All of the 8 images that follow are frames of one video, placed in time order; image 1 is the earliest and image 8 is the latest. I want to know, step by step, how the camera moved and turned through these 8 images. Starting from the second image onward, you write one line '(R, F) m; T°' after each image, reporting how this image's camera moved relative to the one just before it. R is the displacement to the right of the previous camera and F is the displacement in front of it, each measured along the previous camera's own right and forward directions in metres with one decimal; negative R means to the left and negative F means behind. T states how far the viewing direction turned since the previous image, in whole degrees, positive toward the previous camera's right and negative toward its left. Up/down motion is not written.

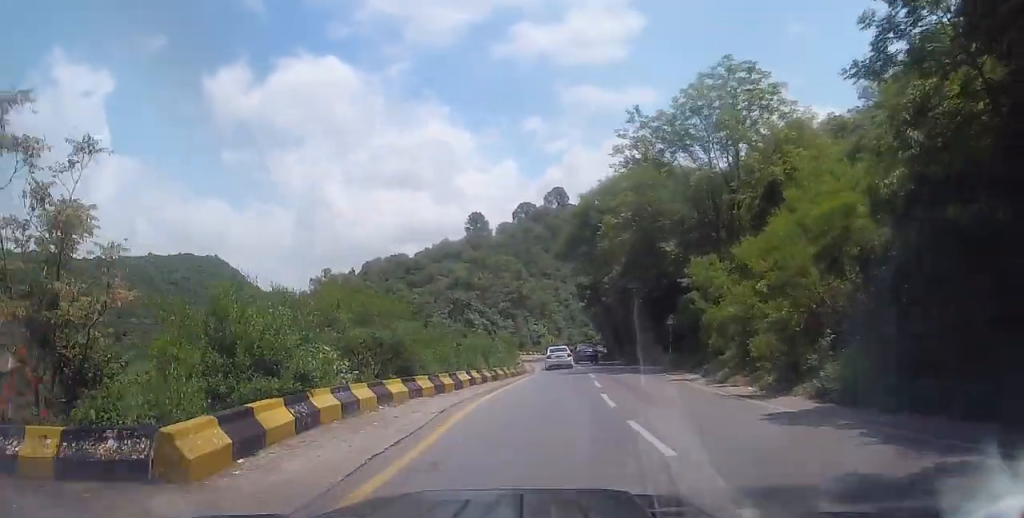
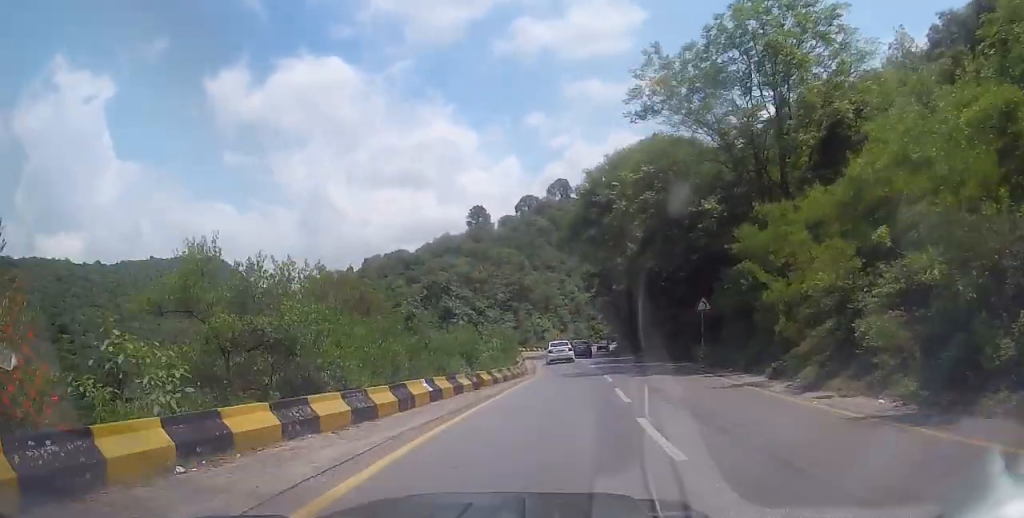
(0.0, +6.7) m; 0°
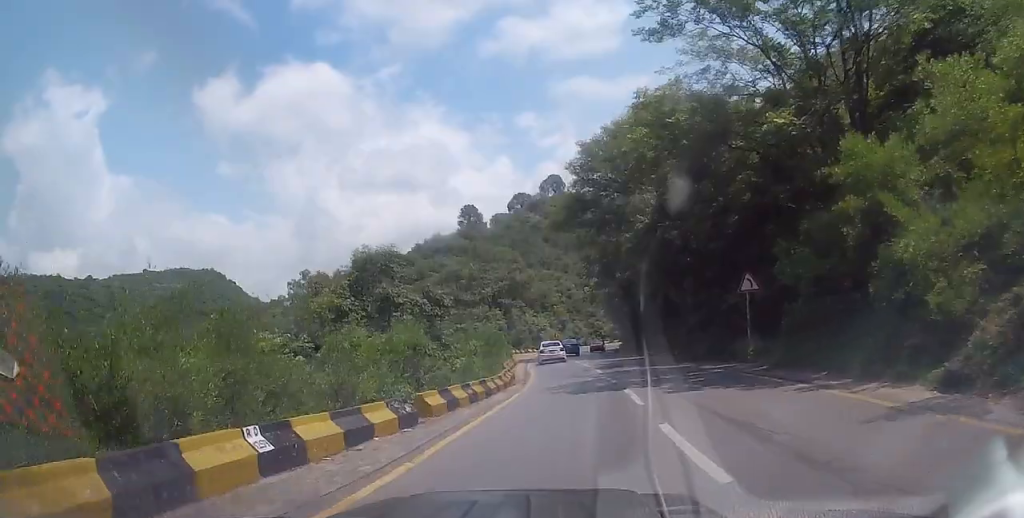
(0.0, +7.7) m; +1°
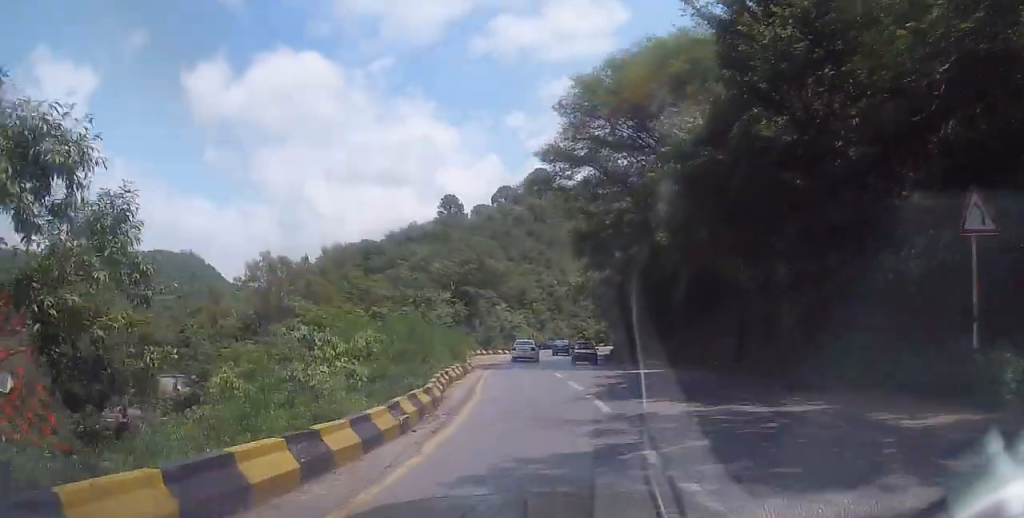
(+0.2, +13.2) m; +2°
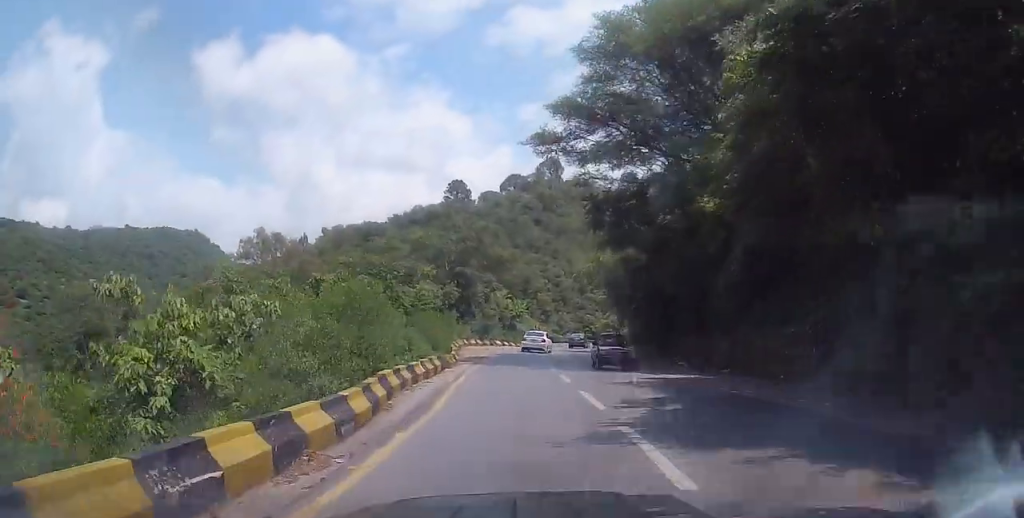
(0.0, +6.6) m; 0°
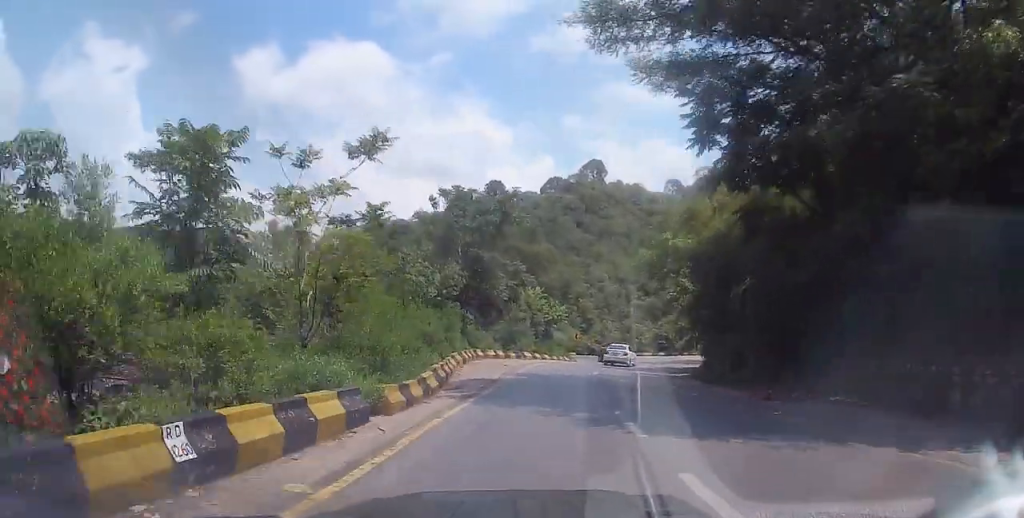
(-0.2, +13.5) m; -4°
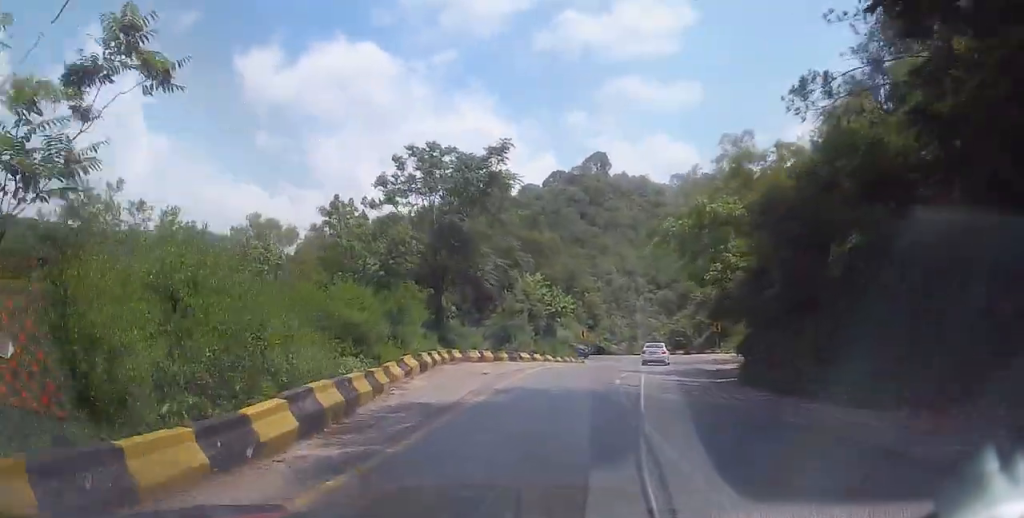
(-0.4, +8.6) m; -1°
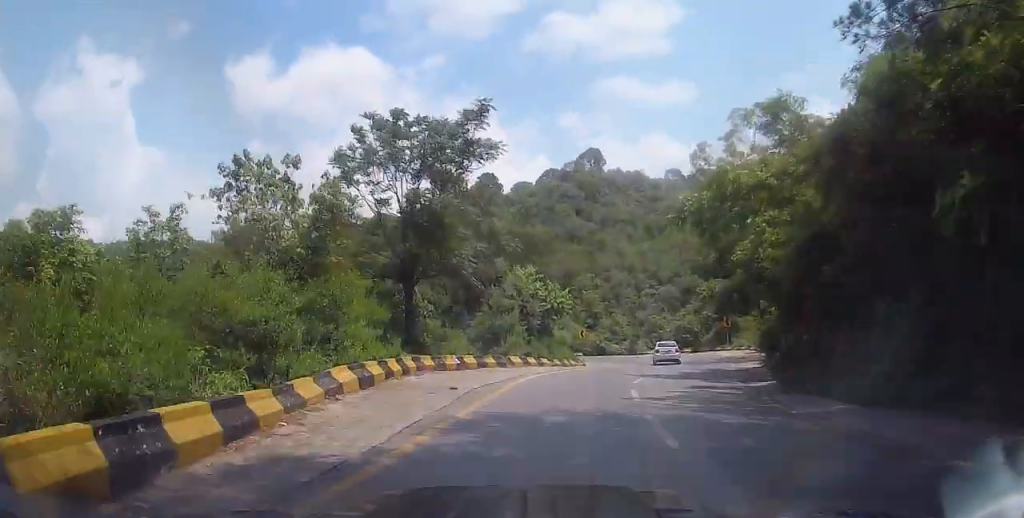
(0.0, +4.9) m; +2°
